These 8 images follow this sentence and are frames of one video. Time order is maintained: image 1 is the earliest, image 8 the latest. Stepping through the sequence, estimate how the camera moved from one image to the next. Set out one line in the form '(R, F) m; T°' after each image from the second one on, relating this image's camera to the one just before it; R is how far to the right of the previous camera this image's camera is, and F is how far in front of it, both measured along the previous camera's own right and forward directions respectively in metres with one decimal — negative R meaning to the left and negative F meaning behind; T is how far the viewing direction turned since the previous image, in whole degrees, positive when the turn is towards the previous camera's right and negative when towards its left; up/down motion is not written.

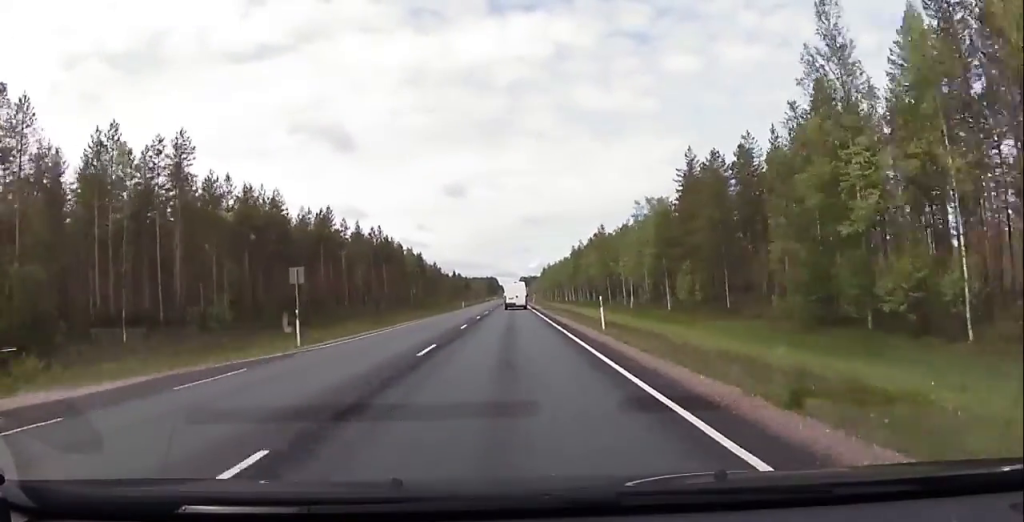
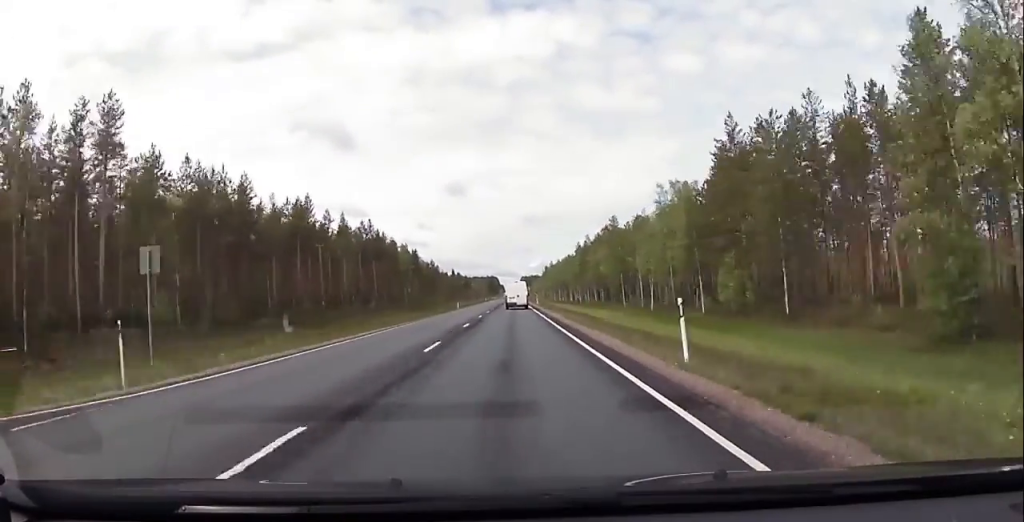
(+0.1, +10.9) m; 0°
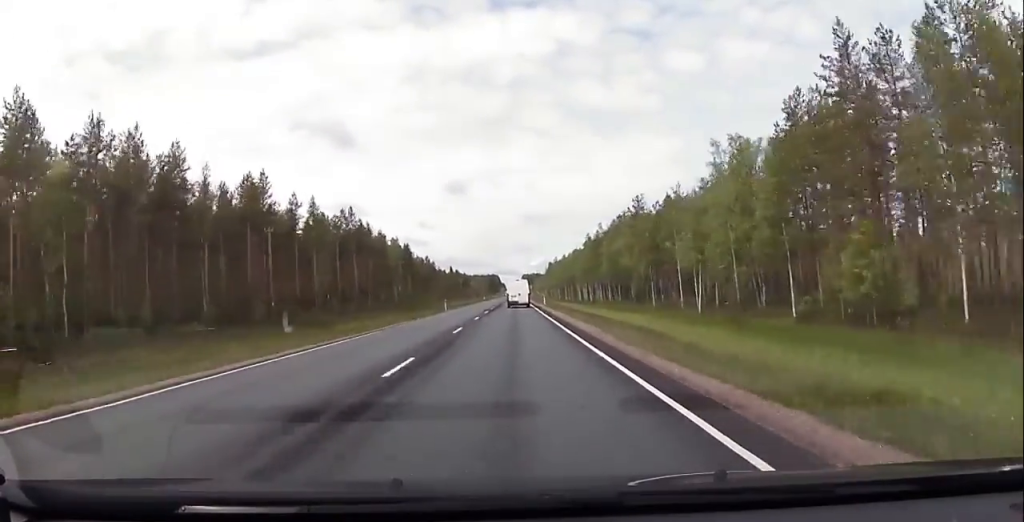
(0.0, +16.9) m; 0°
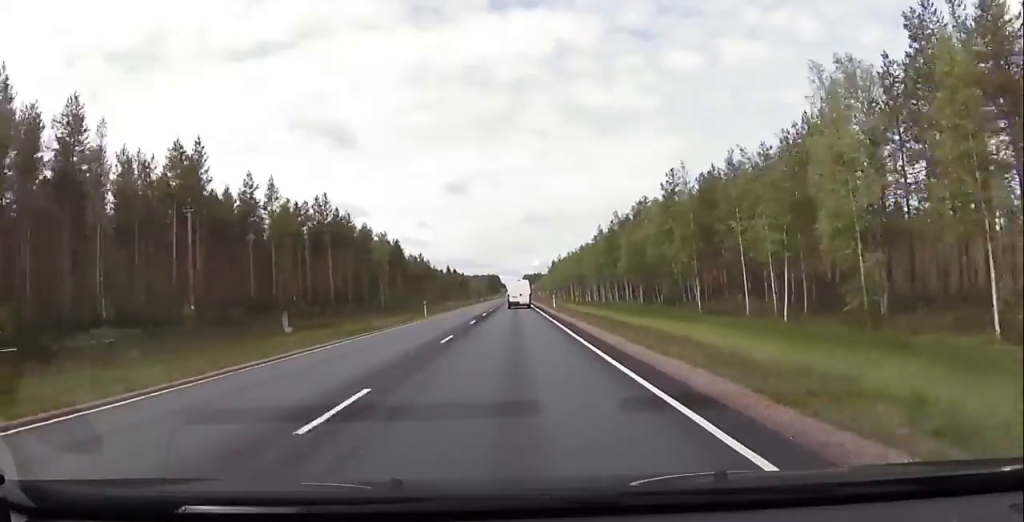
(0.0, +16.1) m; 0°
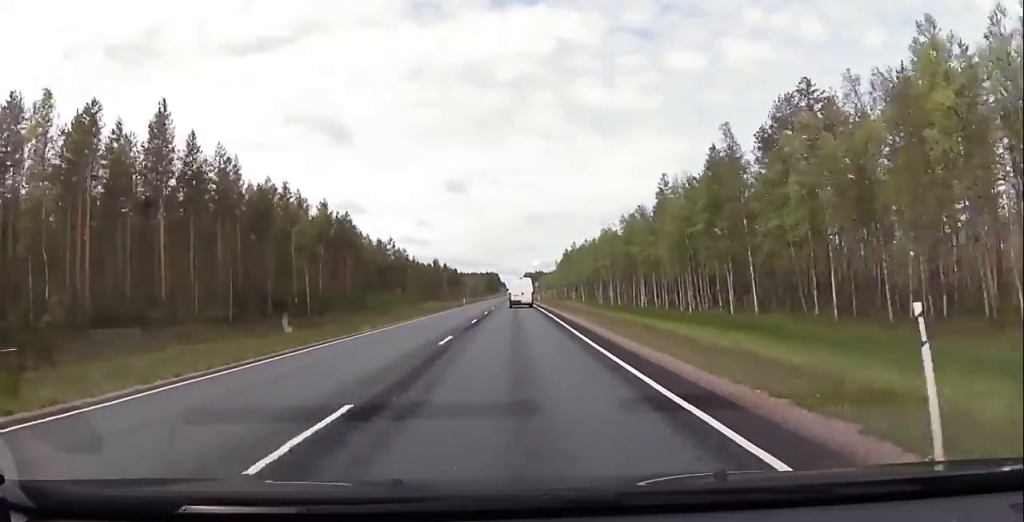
(0.0, +49.0) m; 0°
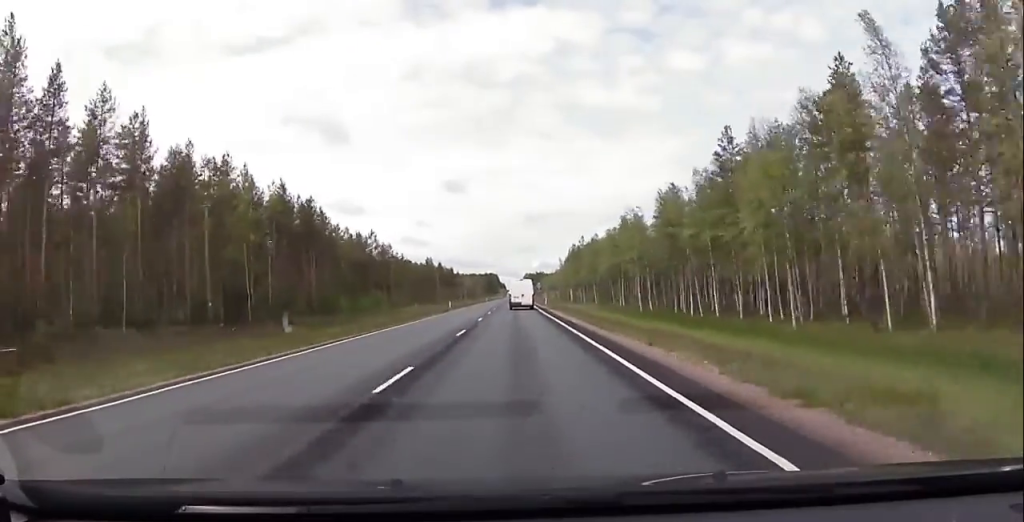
(0.0, +19.9) m; 0°
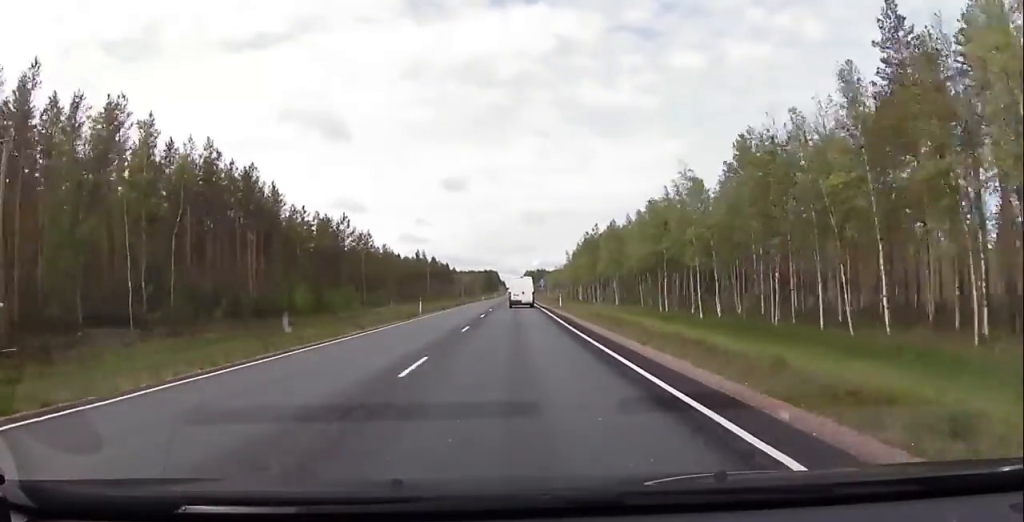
(0.0, +22.4) m; 0°
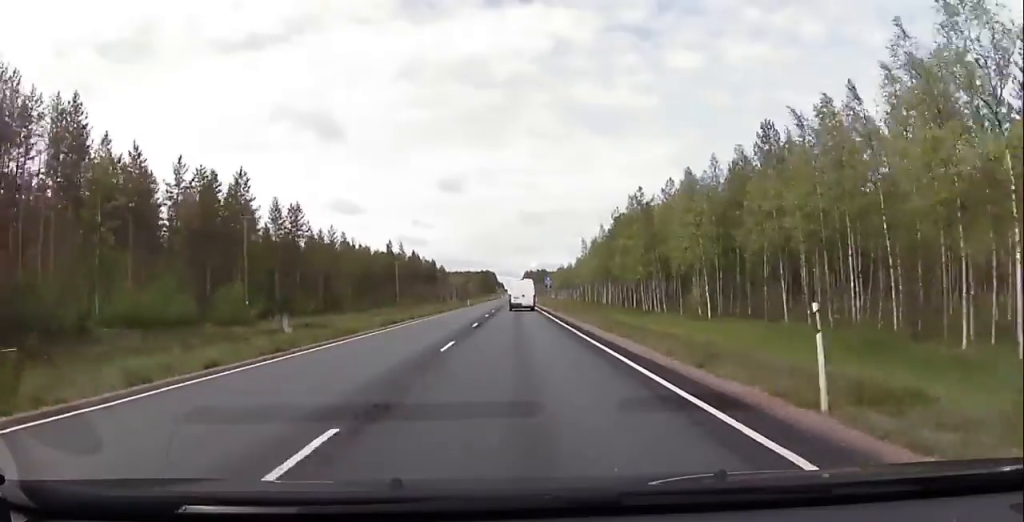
(0.0, +42.9) m; 0°
